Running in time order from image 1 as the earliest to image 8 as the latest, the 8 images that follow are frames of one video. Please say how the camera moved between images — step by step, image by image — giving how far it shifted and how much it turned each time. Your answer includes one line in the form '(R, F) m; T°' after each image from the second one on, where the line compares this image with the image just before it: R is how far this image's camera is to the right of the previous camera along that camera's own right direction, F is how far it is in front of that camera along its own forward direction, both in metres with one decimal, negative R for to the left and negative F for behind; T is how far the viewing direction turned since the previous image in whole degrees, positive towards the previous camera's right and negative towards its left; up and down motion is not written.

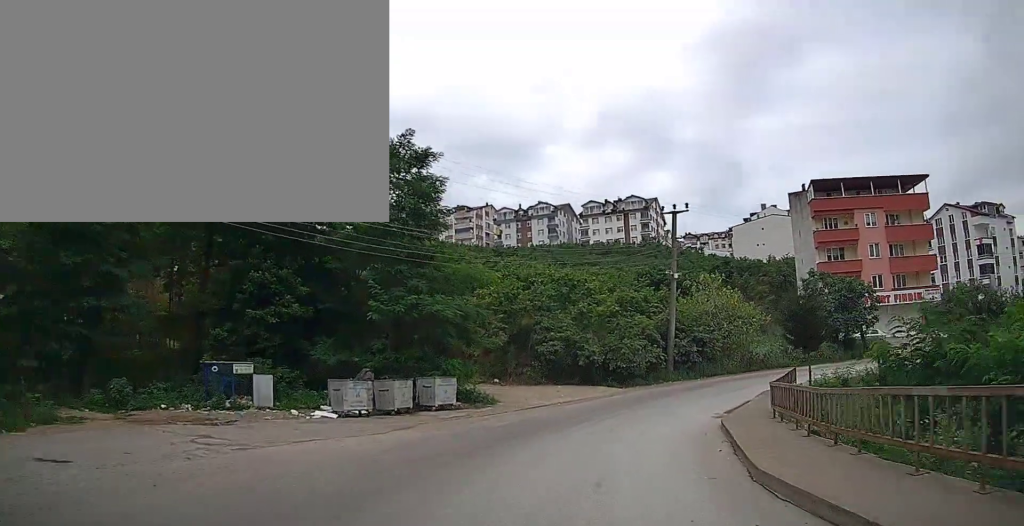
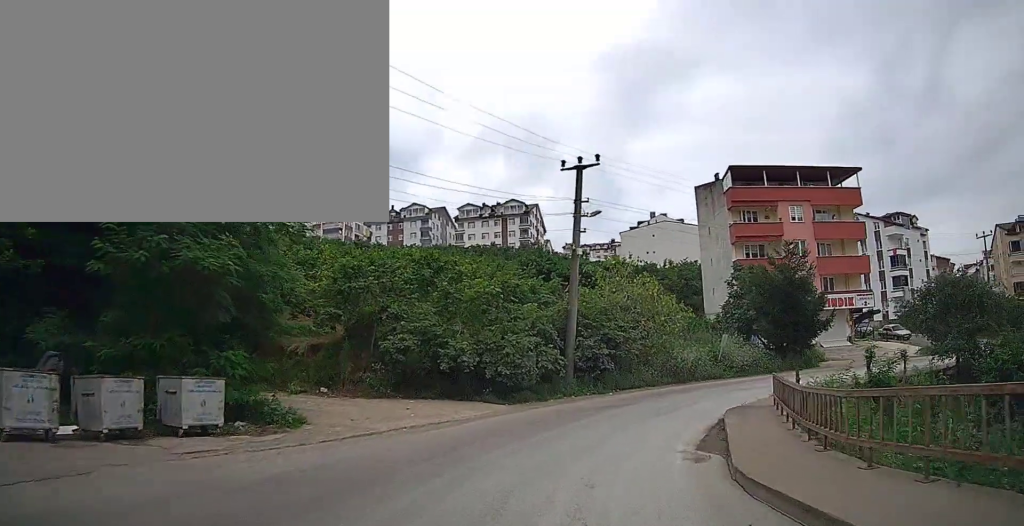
(+1.0, +9.5) m; +14°
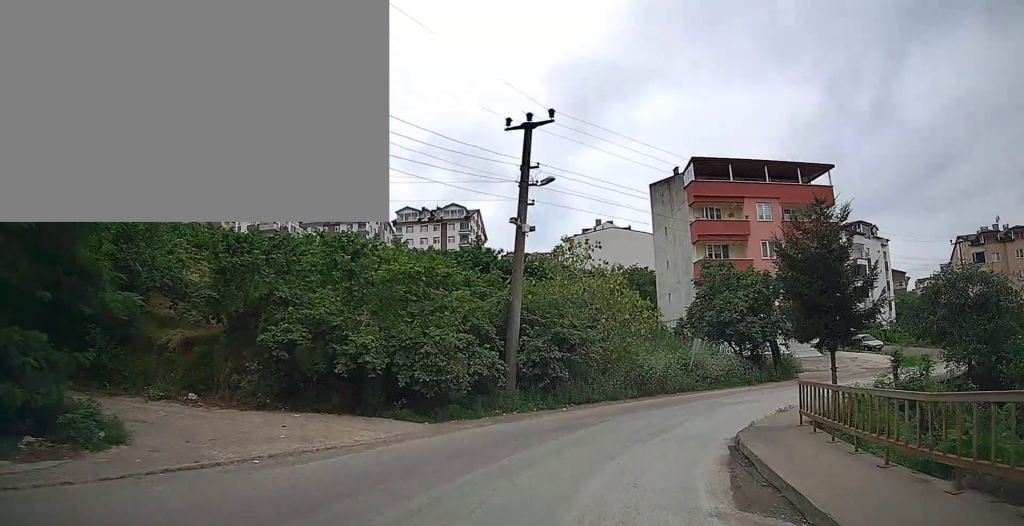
(+0.3, +4.6) m; +6°
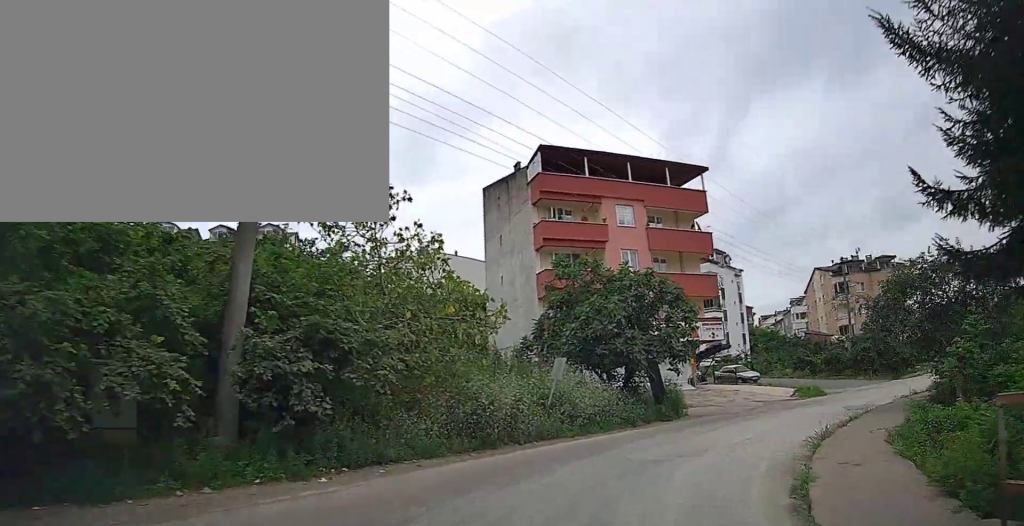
(+0.9, +8.9) m; +18°
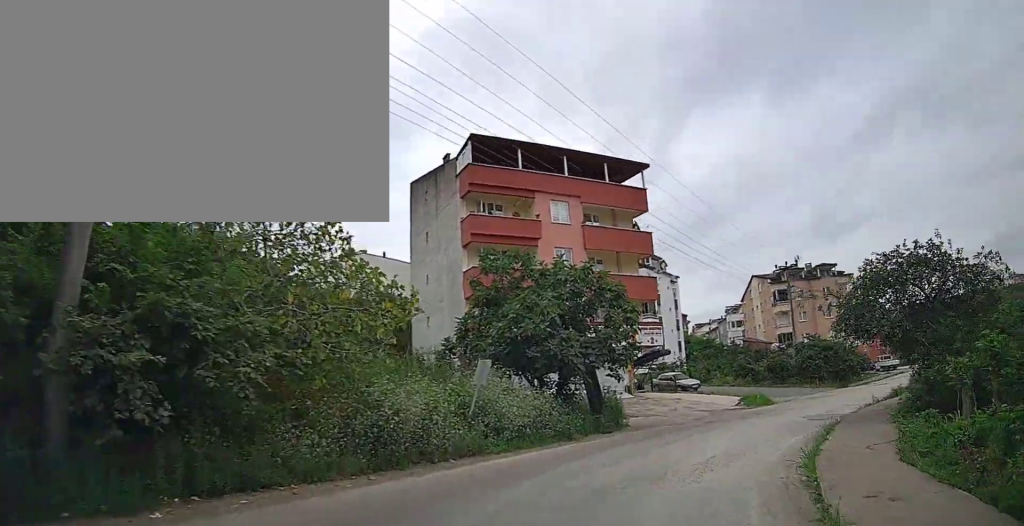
(+0.5, +2.6) m; +9°
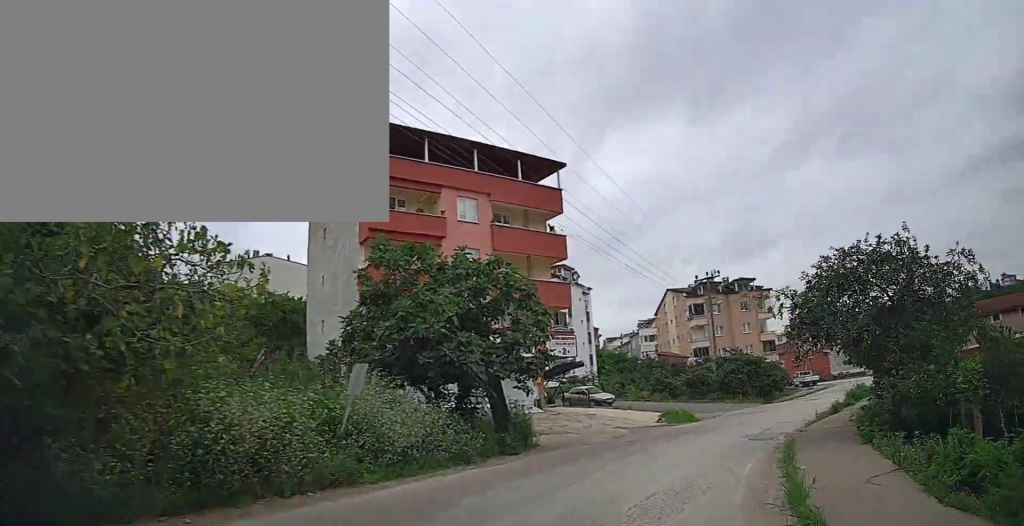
(+0.1, +2.6) m; +9°
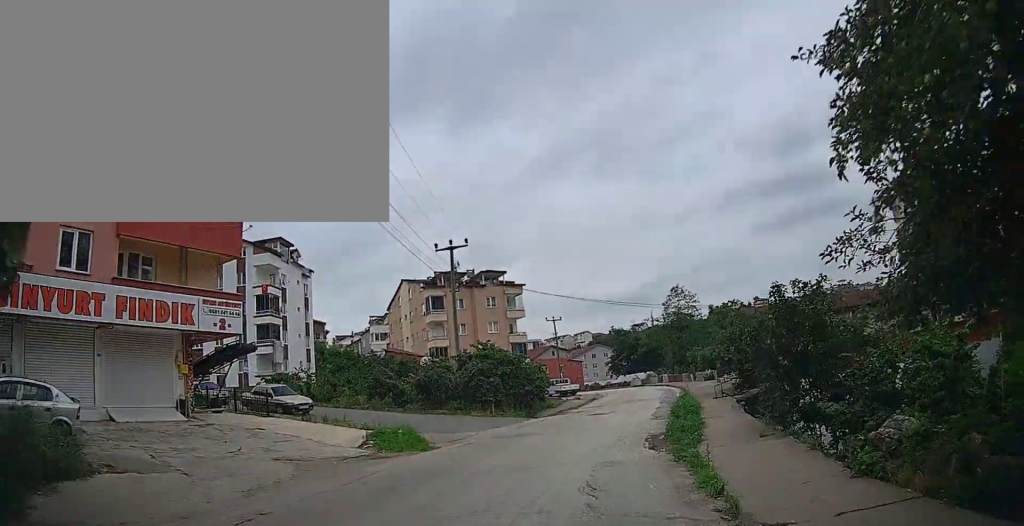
(+3.6, +11.7) m; +29°
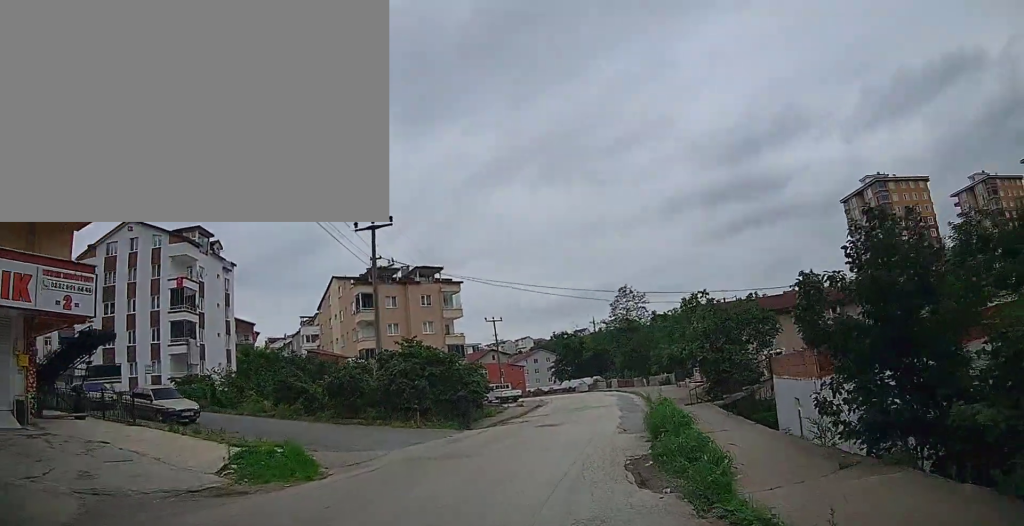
(+0.4, +5.2) m; +4°
